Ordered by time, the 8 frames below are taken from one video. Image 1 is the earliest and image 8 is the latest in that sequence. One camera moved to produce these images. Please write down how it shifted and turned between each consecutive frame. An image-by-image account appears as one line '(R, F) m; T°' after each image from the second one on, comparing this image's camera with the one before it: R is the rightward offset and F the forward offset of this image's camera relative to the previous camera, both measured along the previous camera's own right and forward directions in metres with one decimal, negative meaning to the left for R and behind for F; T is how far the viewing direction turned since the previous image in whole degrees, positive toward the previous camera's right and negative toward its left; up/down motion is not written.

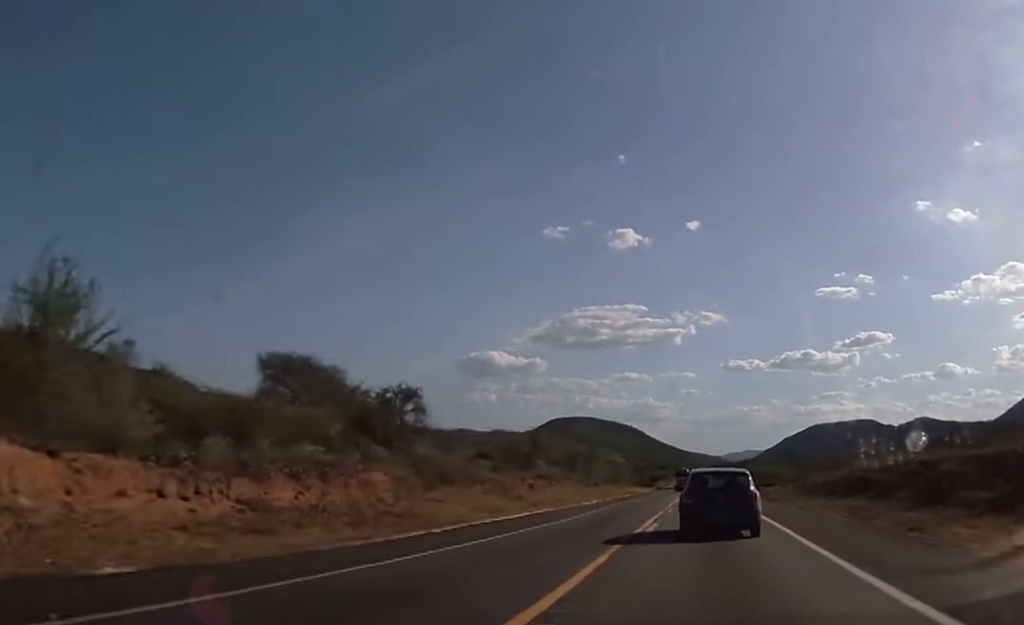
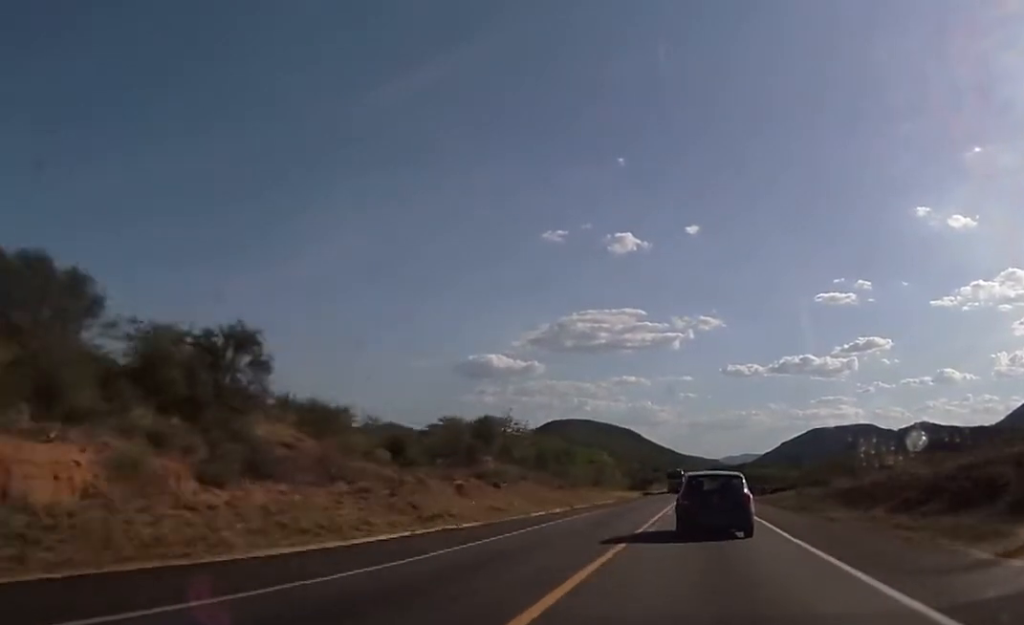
(+0.3, +17.0) m; 0°
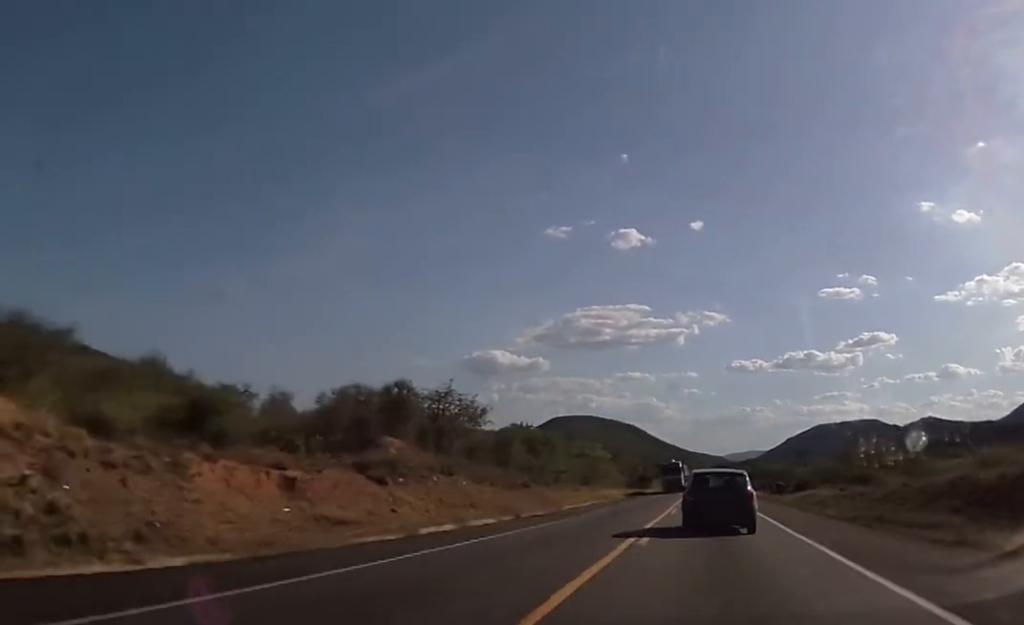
(-0.1, +17.8) m; 0°
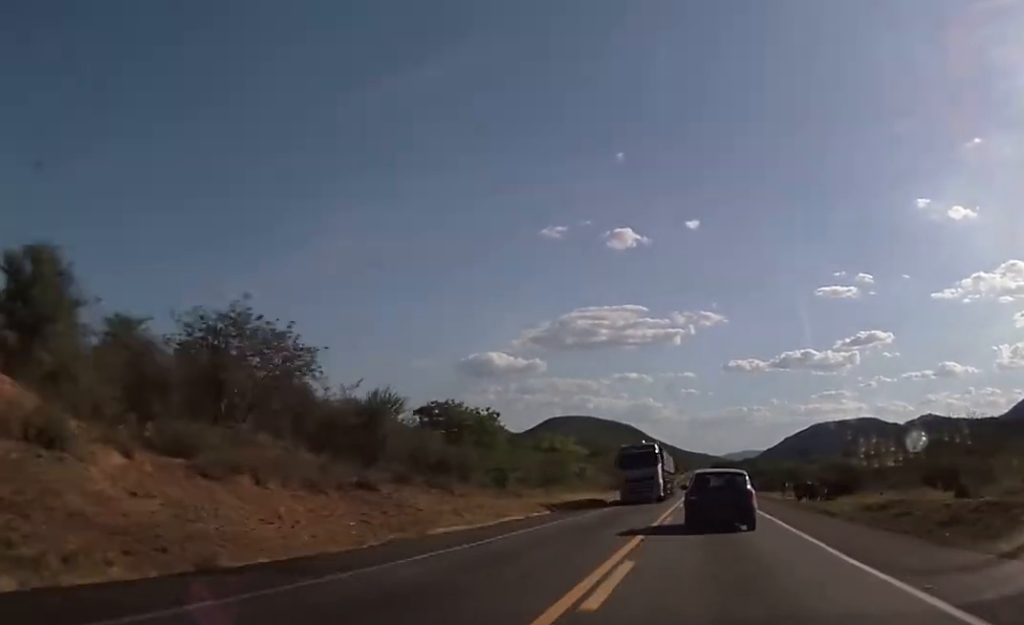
(-0.1, +24.5) m; 0°
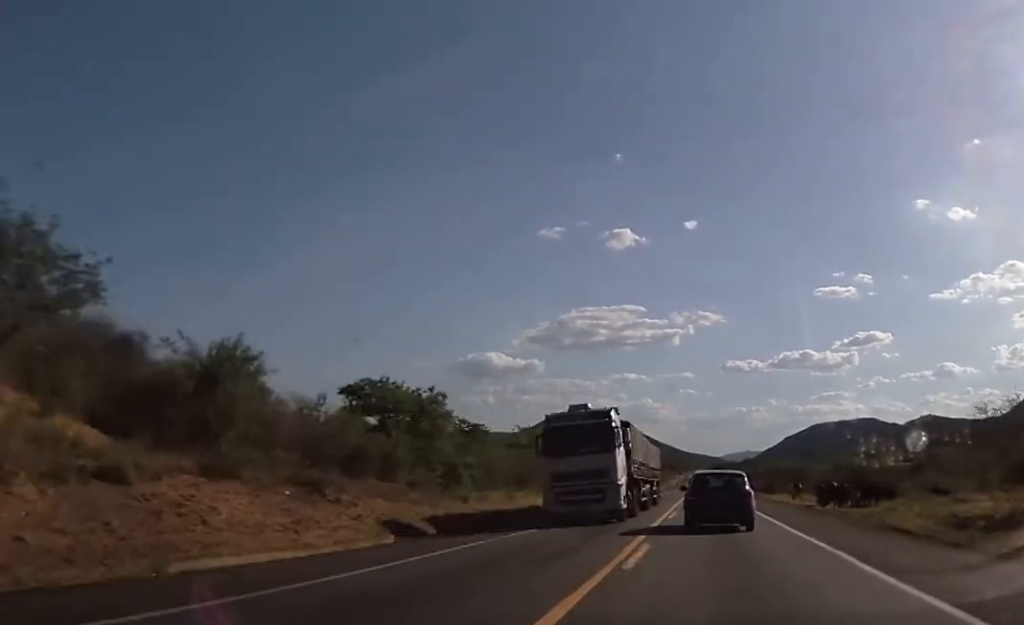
(+0.2, +12.7) m; 0°
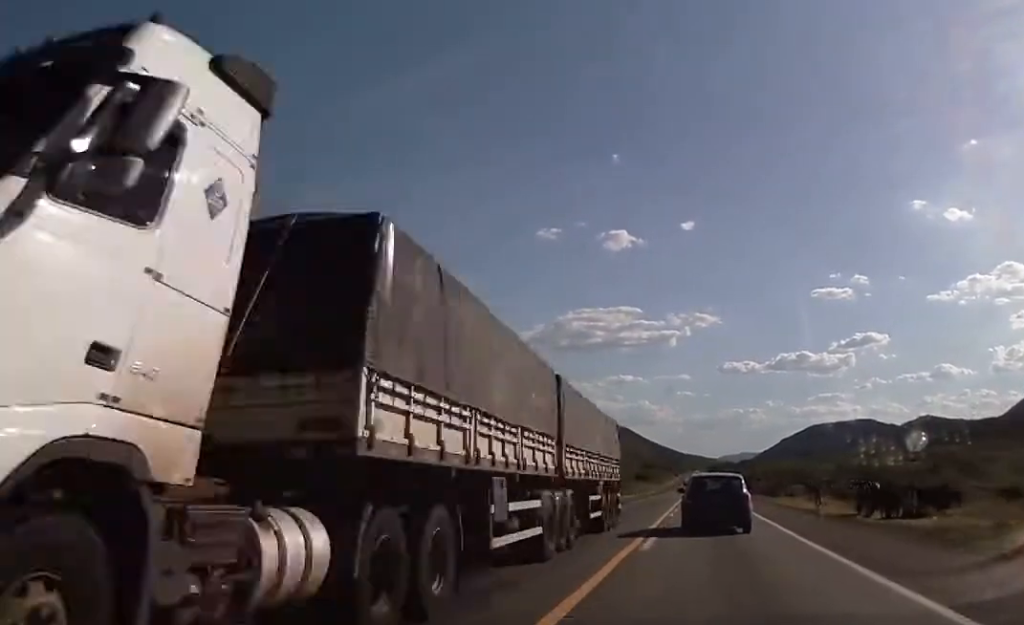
(-0.1, +12.7) m; 0°
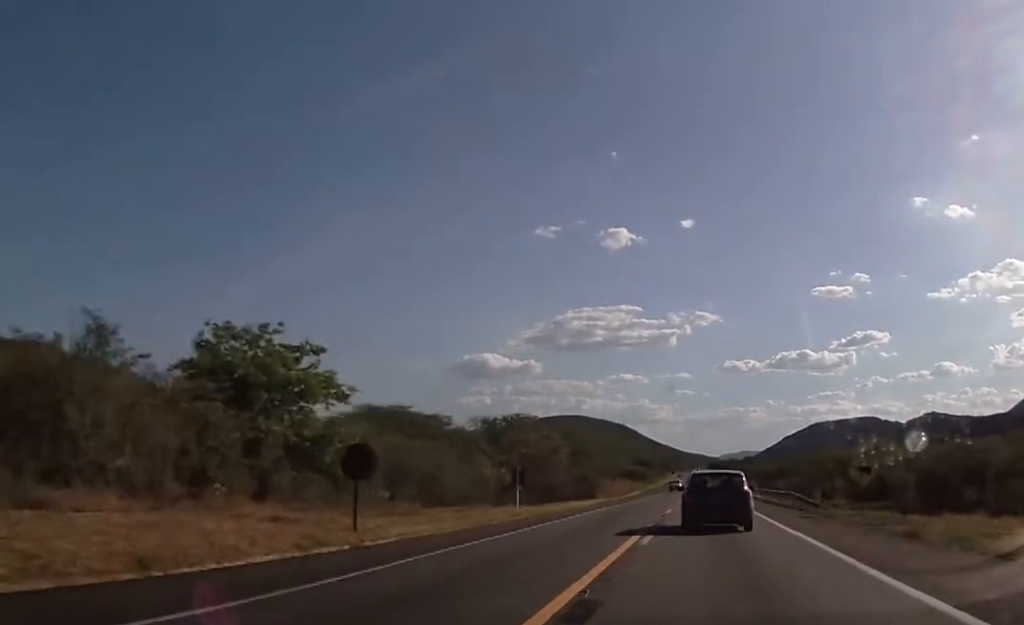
(+0.3, +47.9) m; +1°
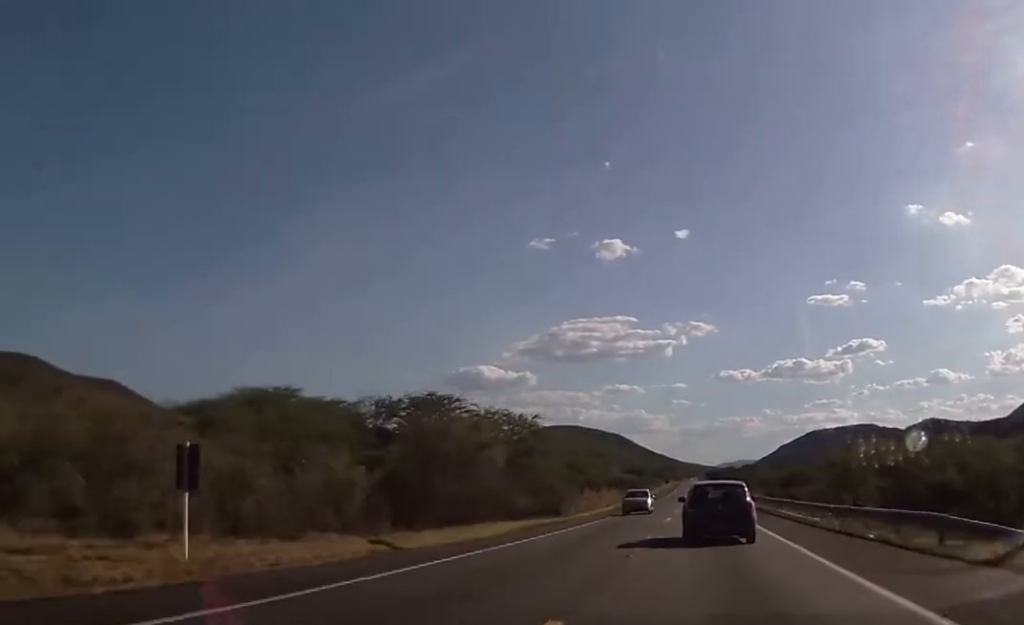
(0.0, +27.6) m; 0°
